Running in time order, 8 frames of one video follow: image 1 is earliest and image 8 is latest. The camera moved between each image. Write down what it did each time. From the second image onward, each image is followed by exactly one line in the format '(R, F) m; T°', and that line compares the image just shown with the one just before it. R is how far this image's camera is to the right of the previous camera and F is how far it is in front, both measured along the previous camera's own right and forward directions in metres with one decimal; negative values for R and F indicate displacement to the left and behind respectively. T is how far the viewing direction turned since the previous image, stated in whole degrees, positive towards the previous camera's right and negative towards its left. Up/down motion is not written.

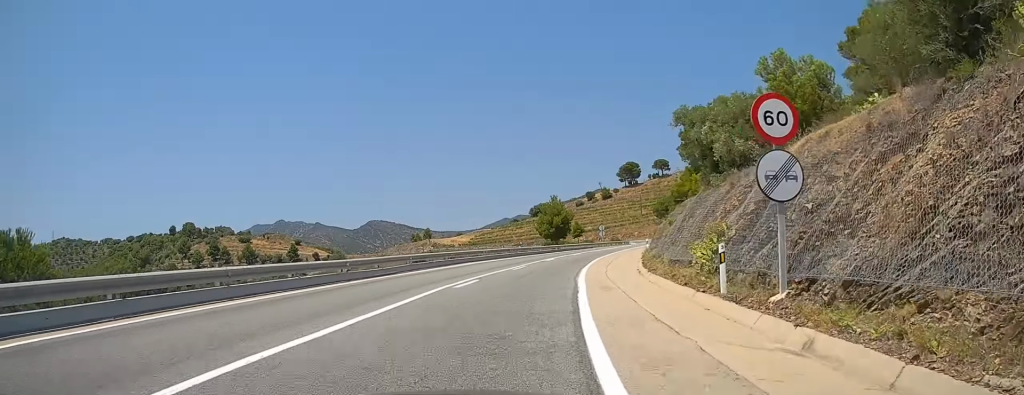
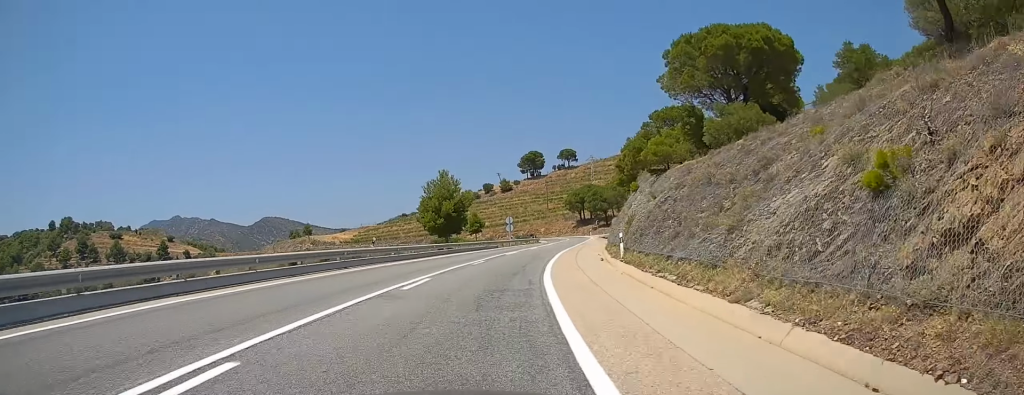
(+2.8, +27.4) m; +9°
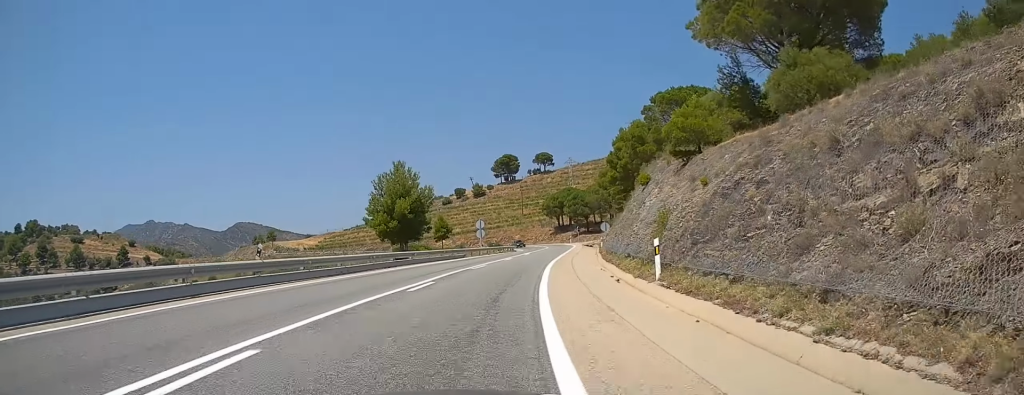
(+0.2, +11.0) m; +3°
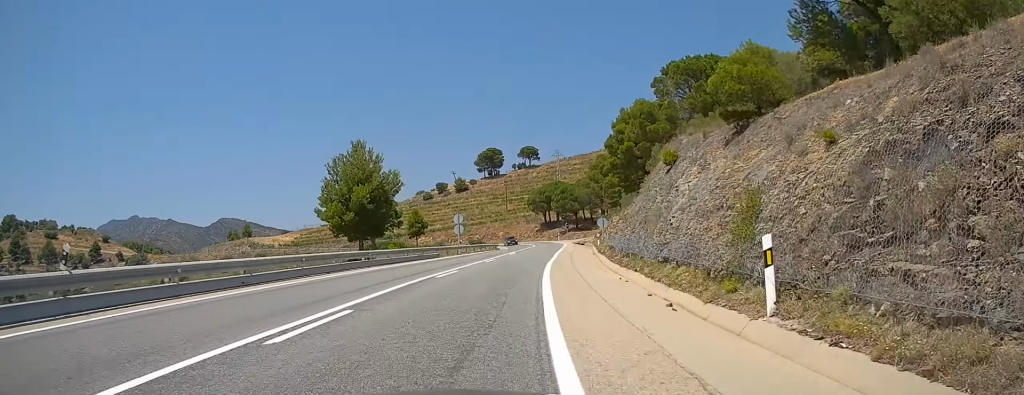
(+0.3, +8.4) m; +2°
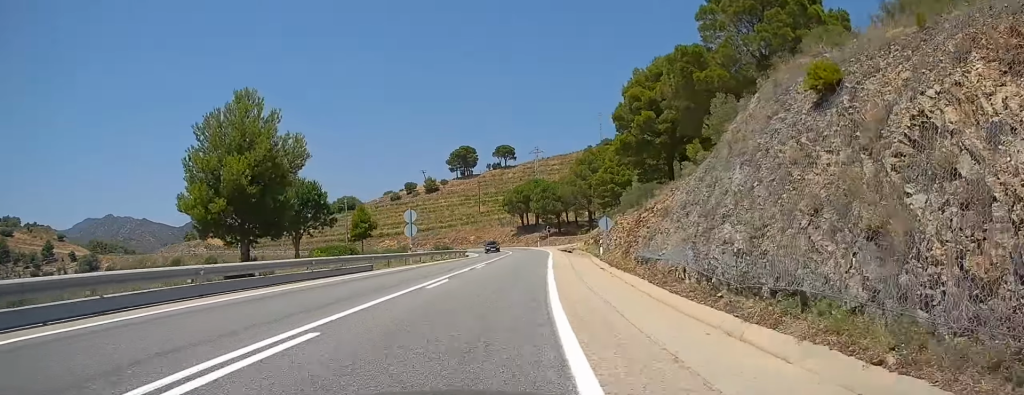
(+0.3, +14.6) m; +2°
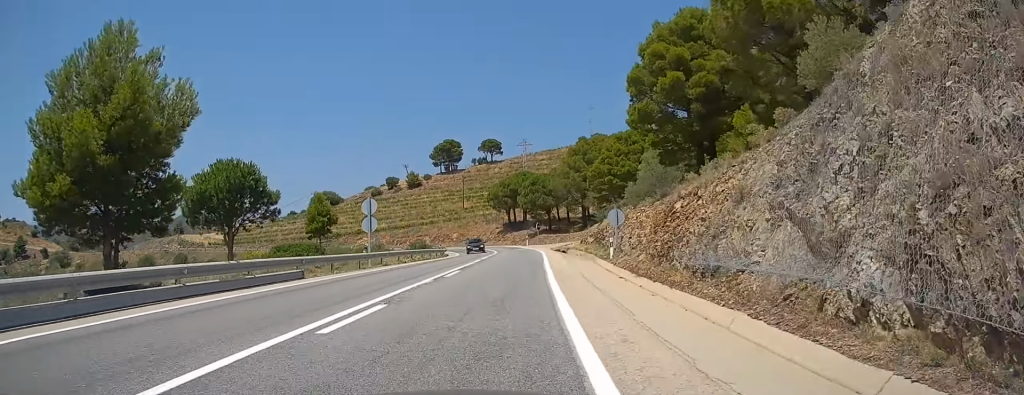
(0.0, +8.5) m; +1°
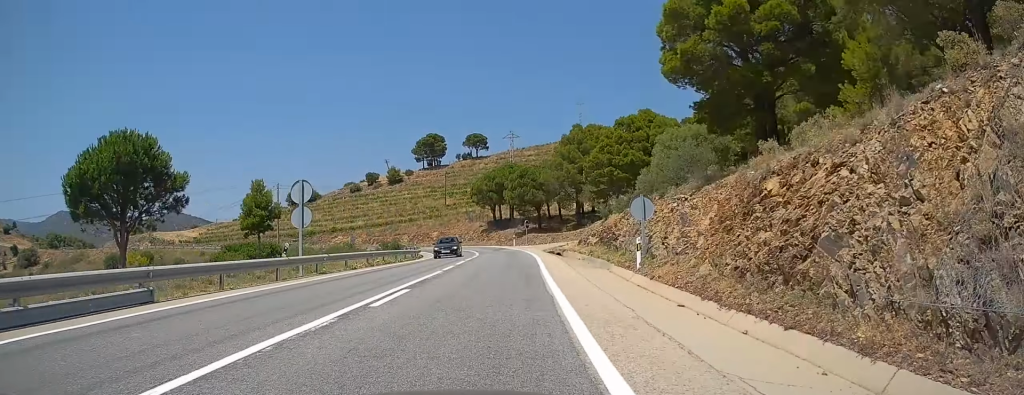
(+0.1, +9.1) m; +1°
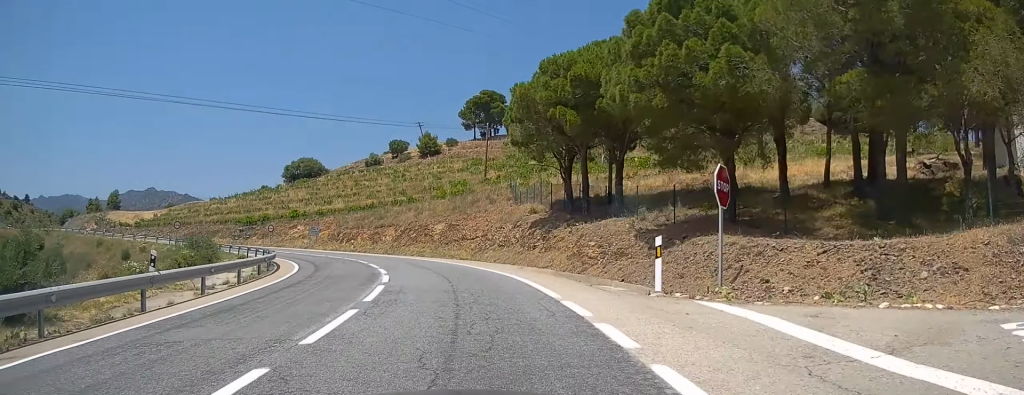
(-1.0, +54.9) m; -8°
